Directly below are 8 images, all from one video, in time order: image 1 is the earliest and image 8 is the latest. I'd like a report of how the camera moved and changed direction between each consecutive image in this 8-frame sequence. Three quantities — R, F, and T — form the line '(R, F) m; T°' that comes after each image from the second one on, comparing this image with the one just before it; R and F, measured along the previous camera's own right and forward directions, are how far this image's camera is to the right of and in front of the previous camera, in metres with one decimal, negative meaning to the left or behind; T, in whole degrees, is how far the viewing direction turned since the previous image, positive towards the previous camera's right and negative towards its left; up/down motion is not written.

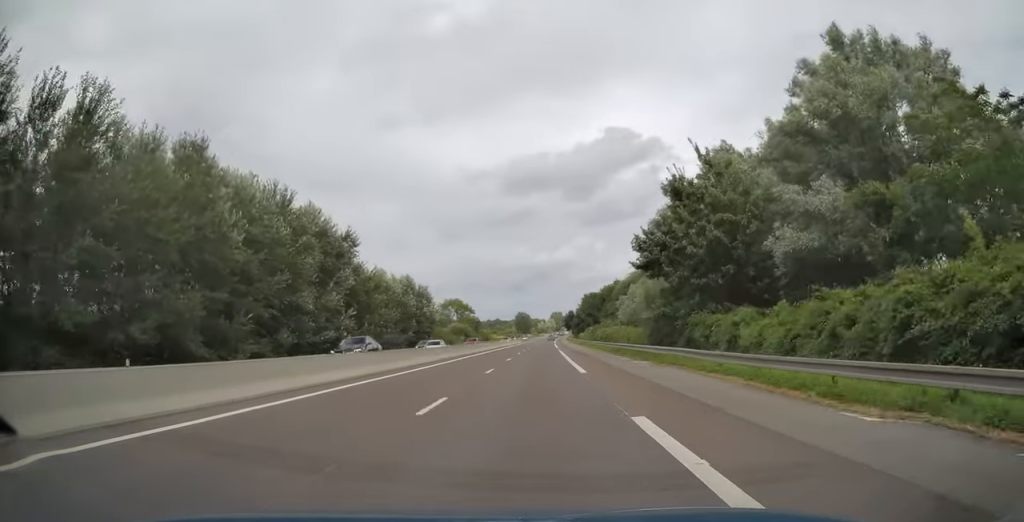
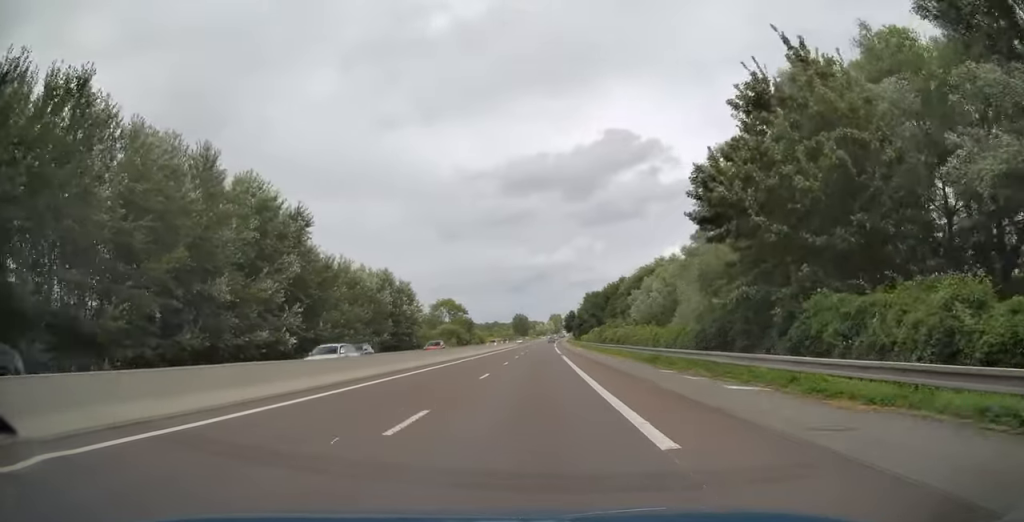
(+0.1, +15.0) m; 0°
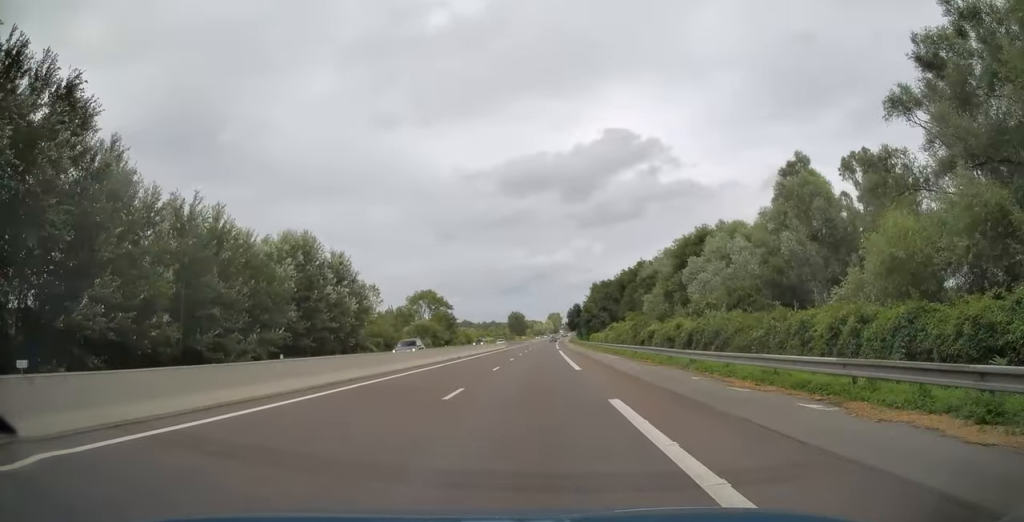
(-0.2, +33.8) m; 0°
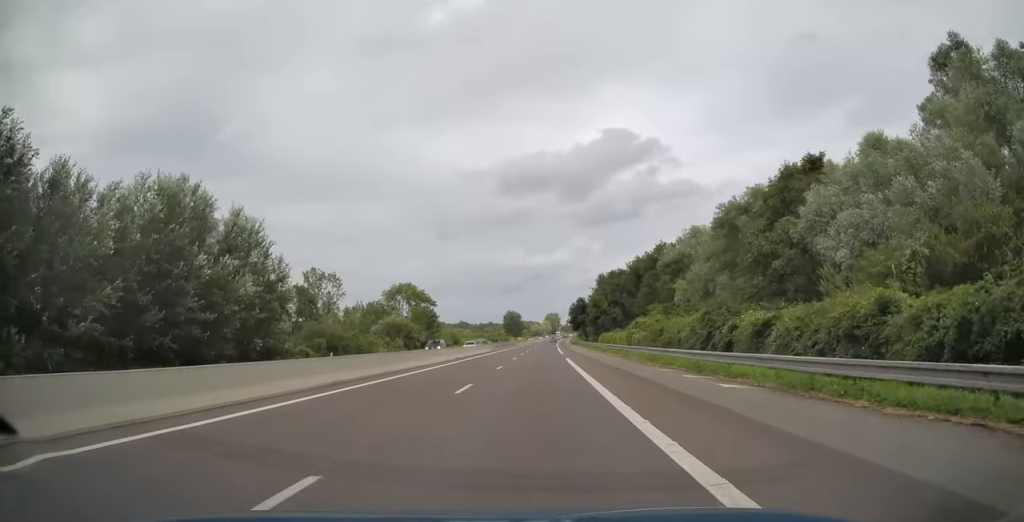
(+0.1, +24.1) m; +1°
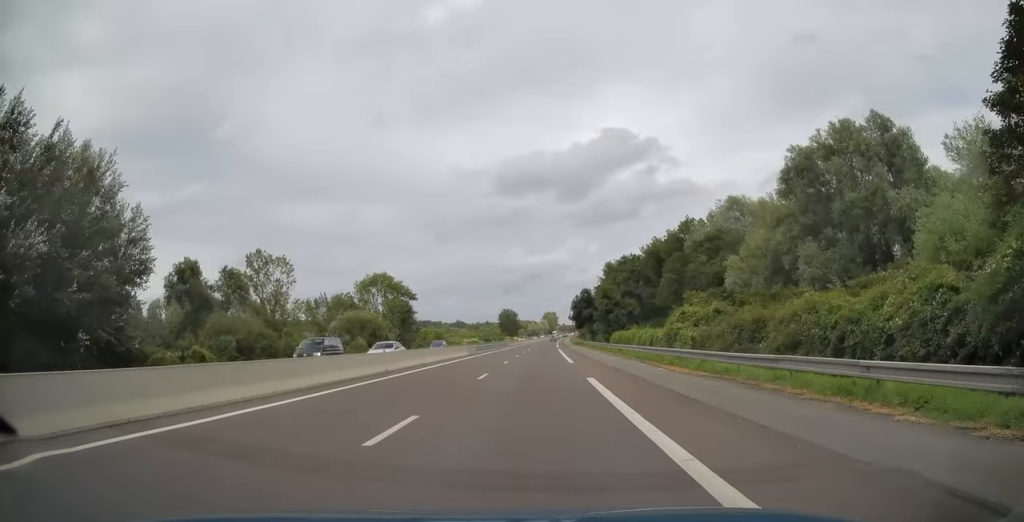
(+0.1, +20.9) m; +1°
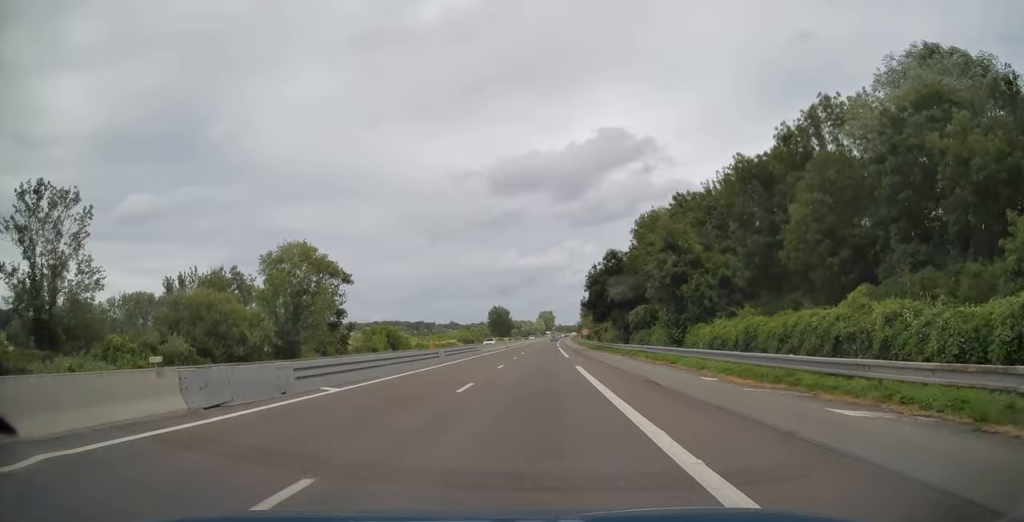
(+0.2, +43.9) m; 0°
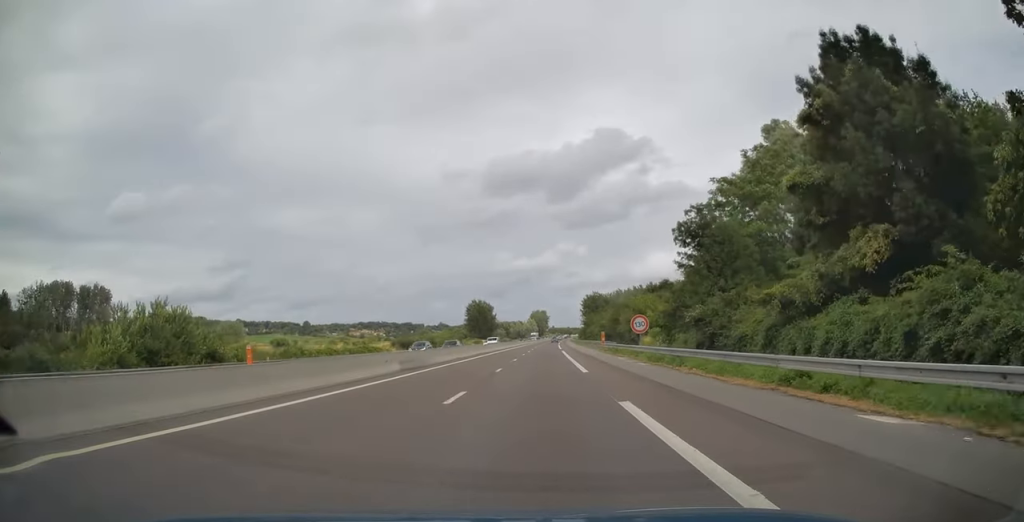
(+0.3, +67.5) m; +1°
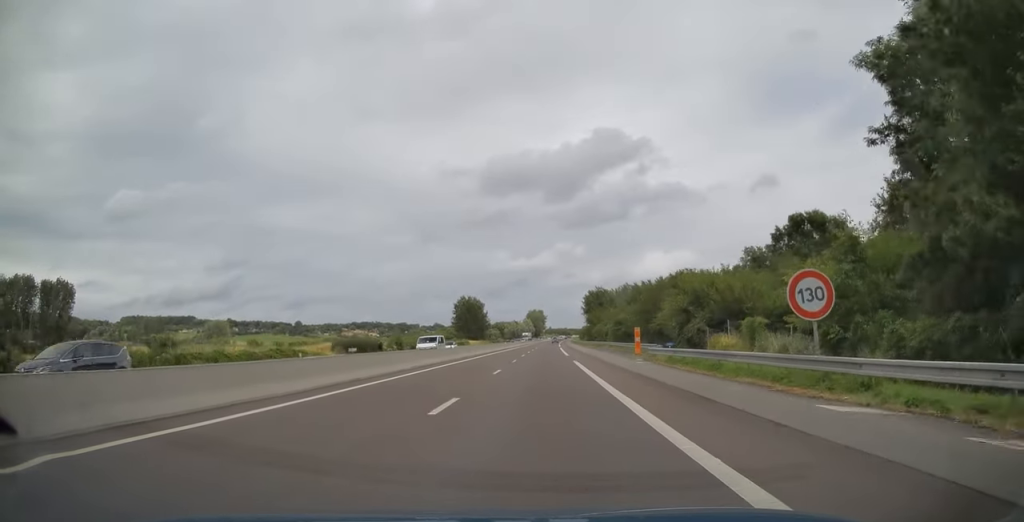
(0.0, +27.9) m; 0°
